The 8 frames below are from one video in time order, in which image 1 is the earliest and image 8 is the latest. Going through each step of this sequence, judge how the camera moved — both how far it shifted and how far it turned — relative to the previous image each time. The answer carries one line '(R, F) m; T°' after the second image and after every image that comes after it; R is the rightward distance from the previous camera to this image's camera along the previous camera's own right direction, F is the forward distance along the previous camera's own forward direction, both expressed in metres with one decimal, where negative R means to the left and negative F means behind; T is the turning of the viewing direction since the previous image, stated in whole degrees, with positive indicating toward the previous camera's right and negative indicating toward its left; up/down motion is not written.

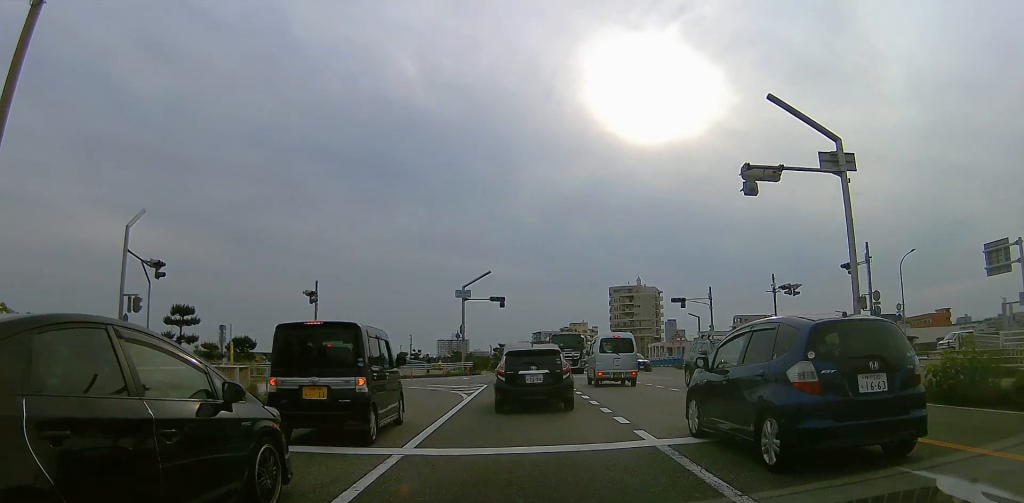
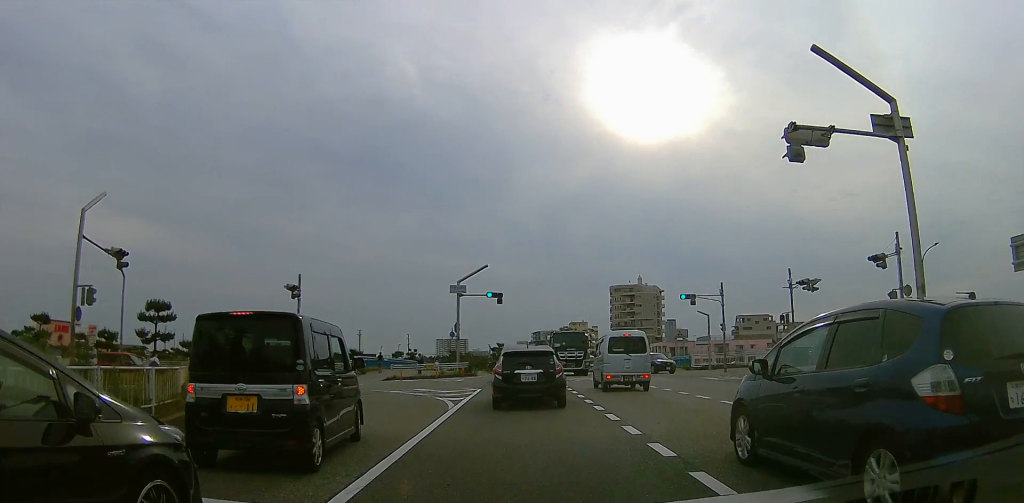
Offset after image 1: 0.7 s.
(0.0, +2.8) m; 0°
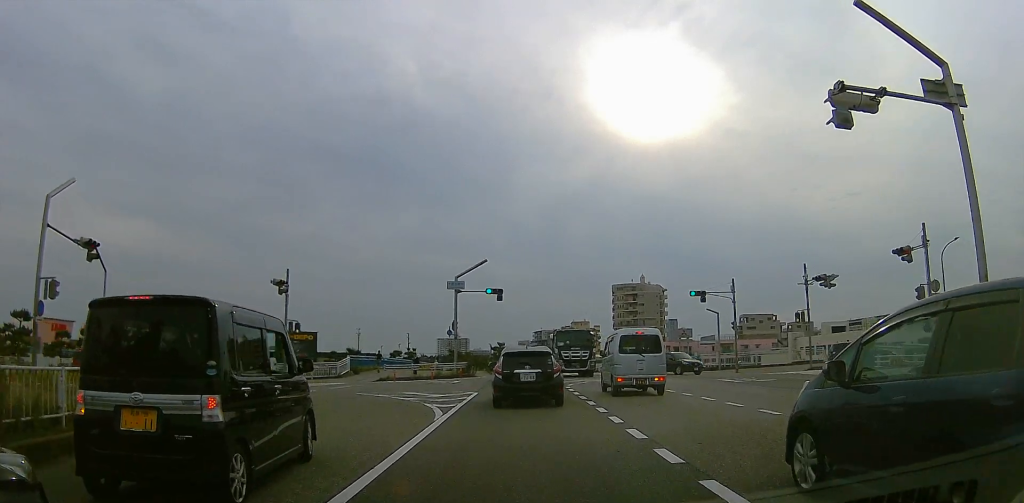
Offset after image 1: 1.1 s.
(0.0, +2.2) m; 0°
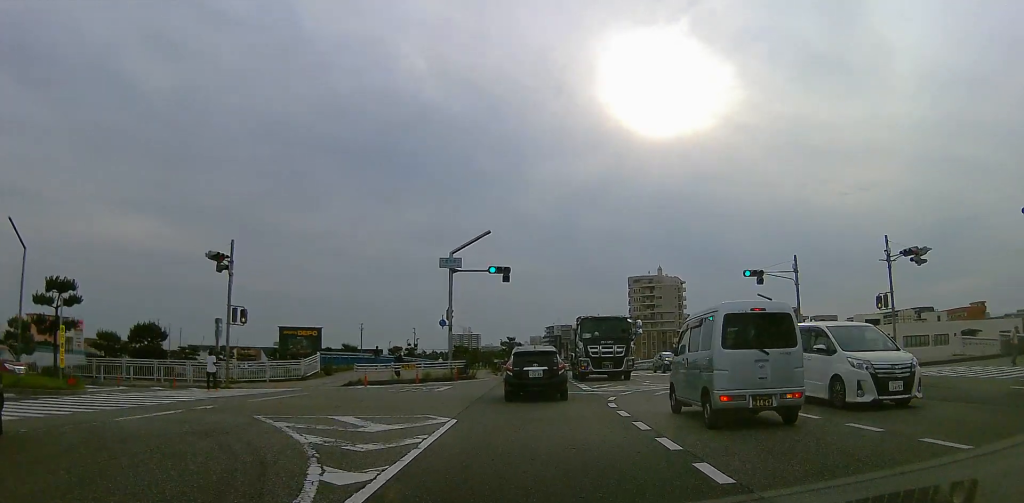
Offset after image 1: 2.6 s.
(0.0, +8.5) m; 0°
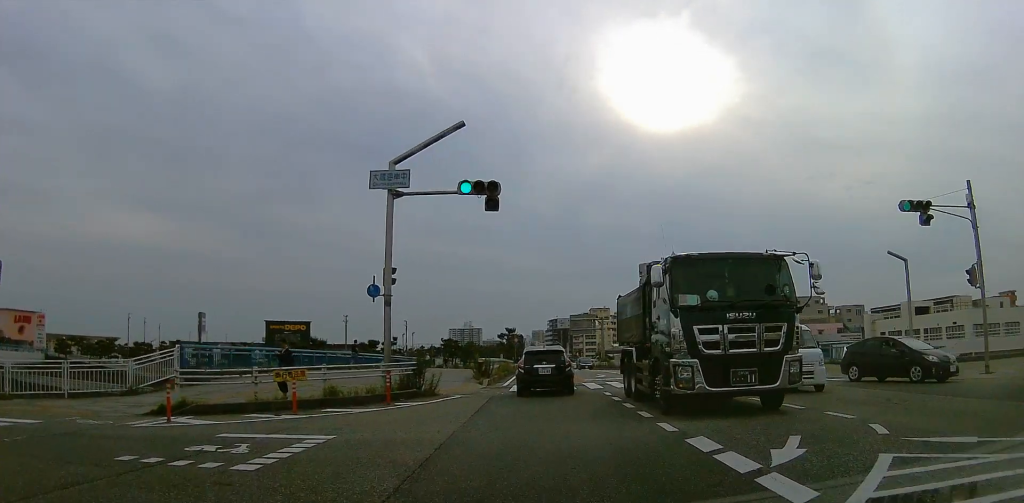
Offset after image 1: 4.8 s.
(0.0, +15.3) m; 0°
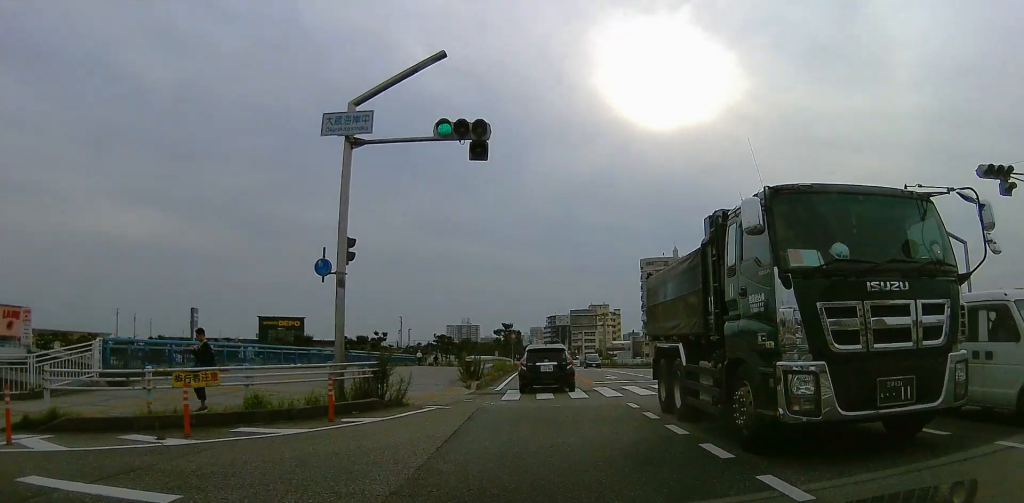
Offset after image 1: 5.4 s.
(0.0, +4.5) m; 0°
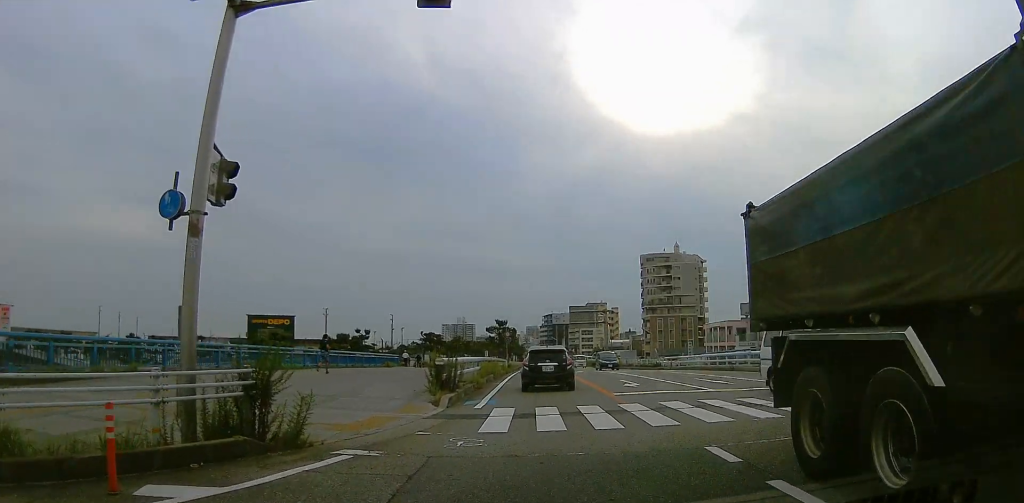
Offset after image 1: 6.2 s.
(0.0, +6.5) m; 0°
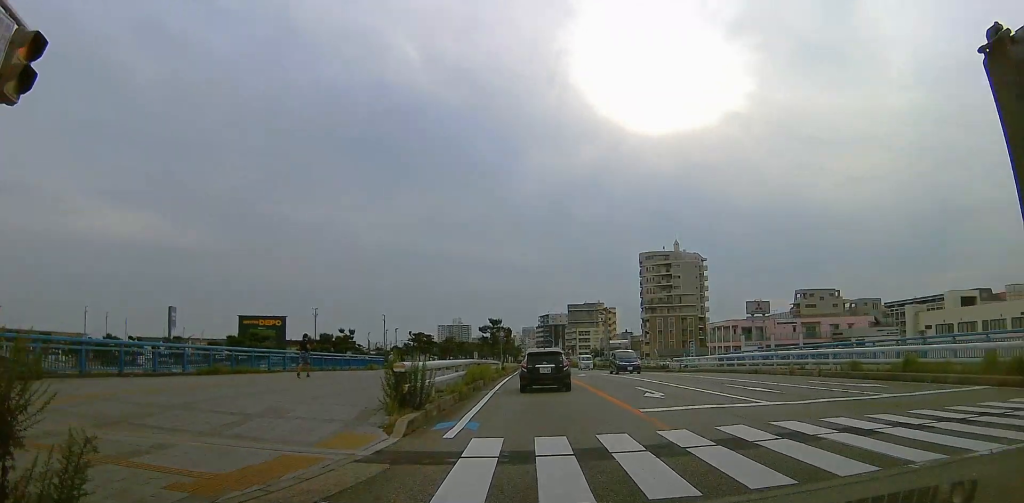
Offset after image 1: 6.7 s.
(0.0, +4.6) m; 0°
